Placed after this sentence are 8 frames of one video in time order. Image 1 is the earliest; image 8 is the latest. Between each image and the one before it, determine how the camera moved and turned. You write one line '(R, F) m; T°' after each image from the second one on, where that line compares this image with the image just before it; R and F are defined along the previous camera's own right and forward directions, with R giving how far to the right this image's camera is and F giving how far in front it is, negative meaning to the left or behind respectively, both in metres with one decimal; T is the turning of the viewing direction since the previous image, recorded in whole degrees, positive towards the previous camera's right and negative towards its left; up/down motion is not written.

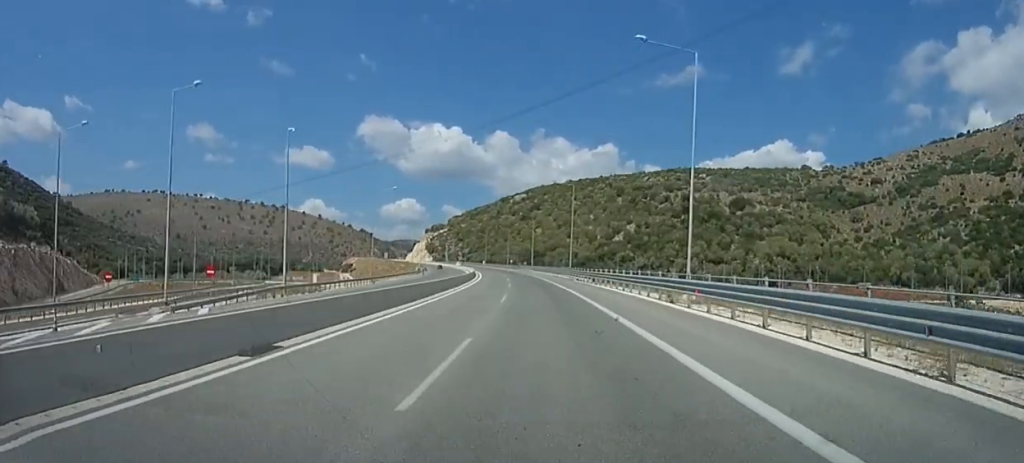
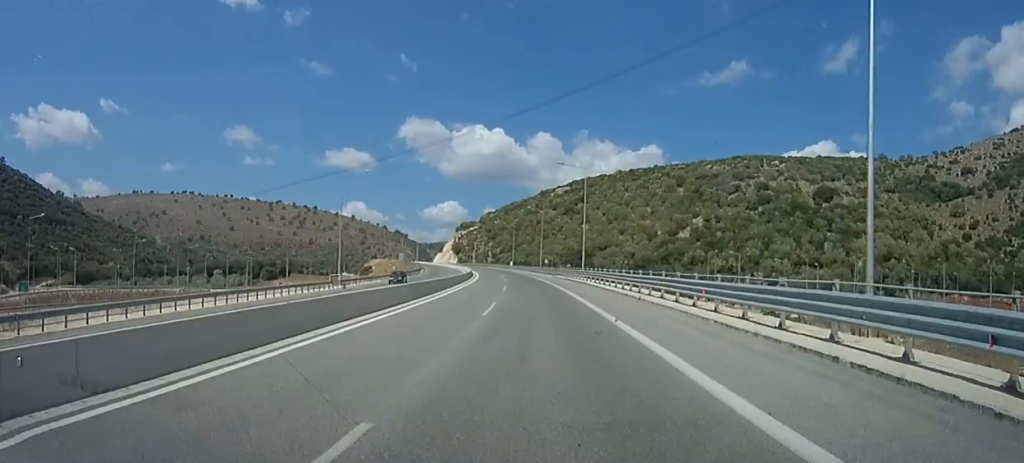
(-2.8, +59.0) m; -5°
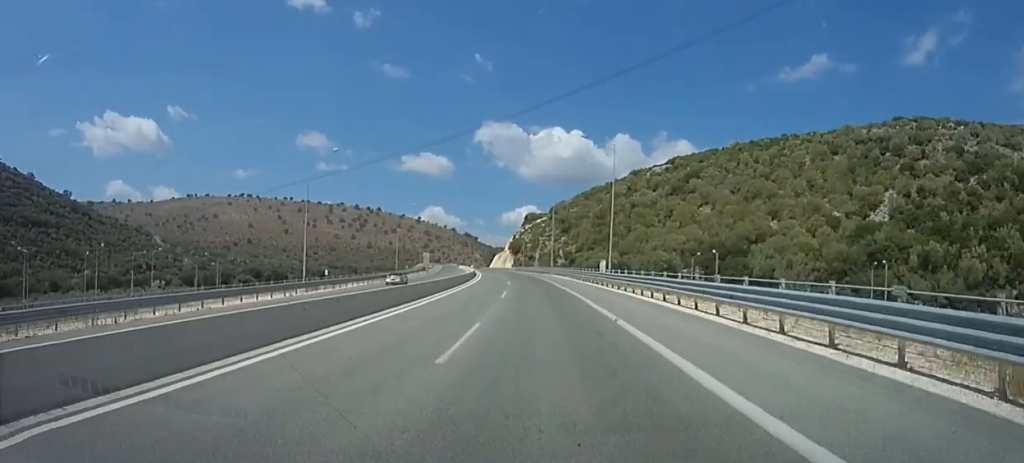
(-6.2, +101.3) m; -7°
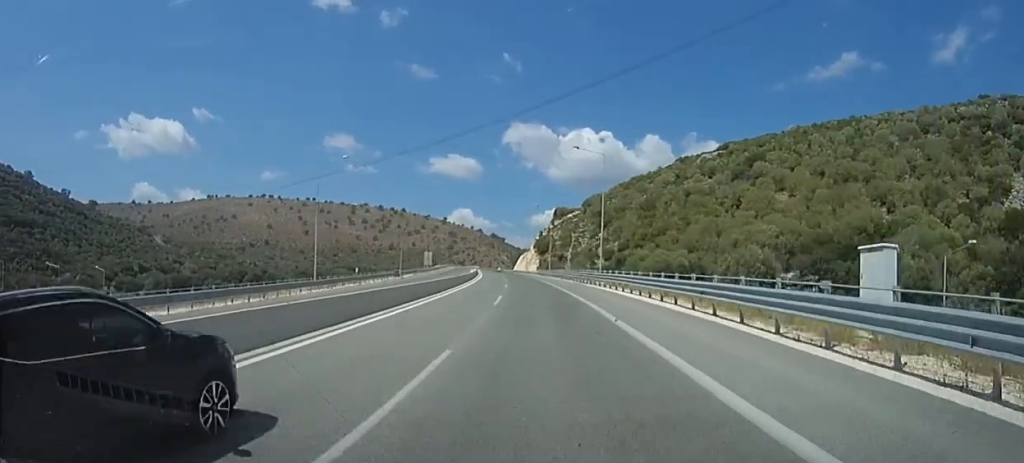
(-1.4, +42.6) m; -4°
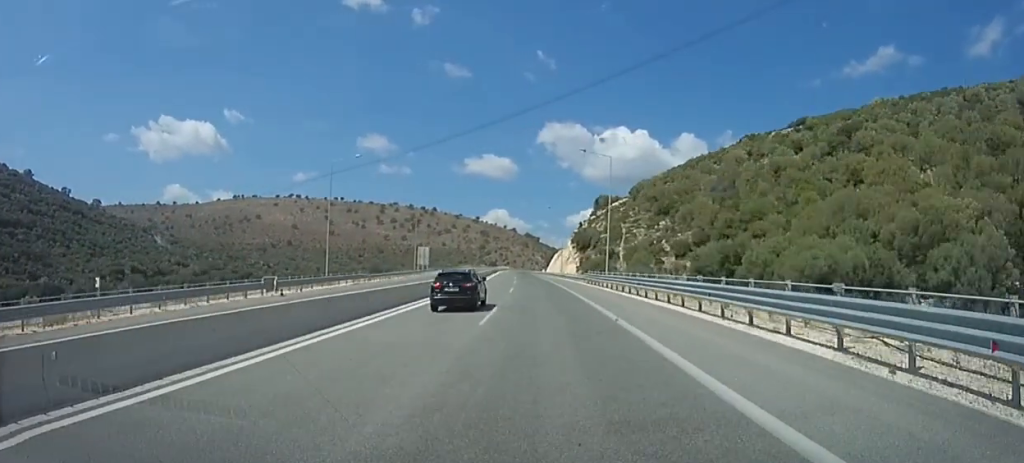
(-1.5, +44.8) m; -3°
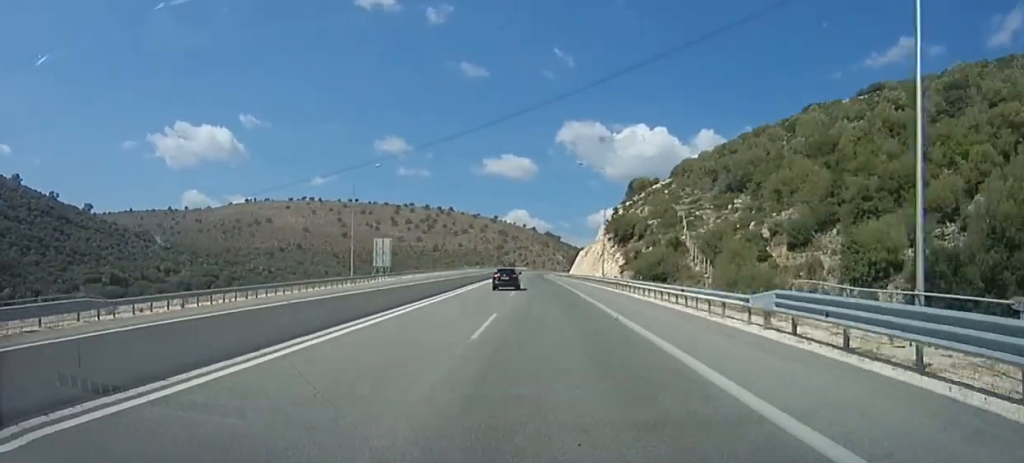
(-1.2, +40.4) m; -1°
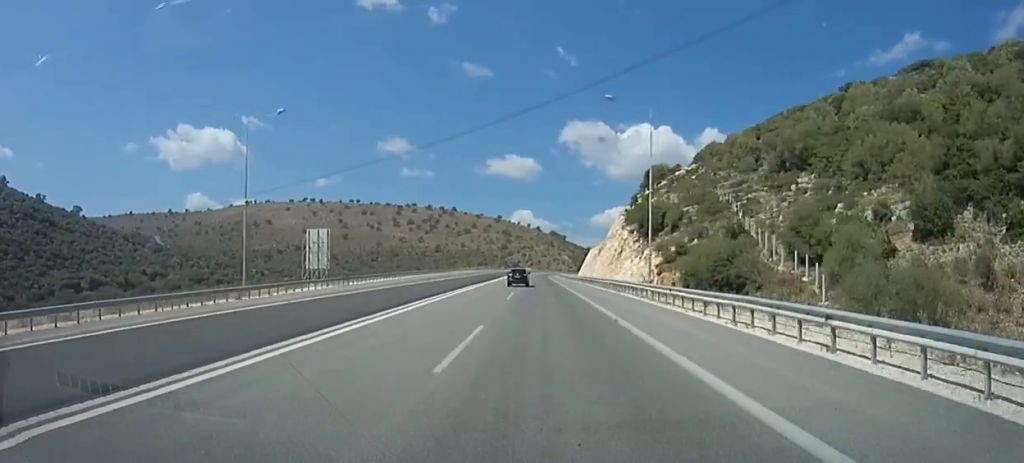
(-0.4, +22.5) m; -1°
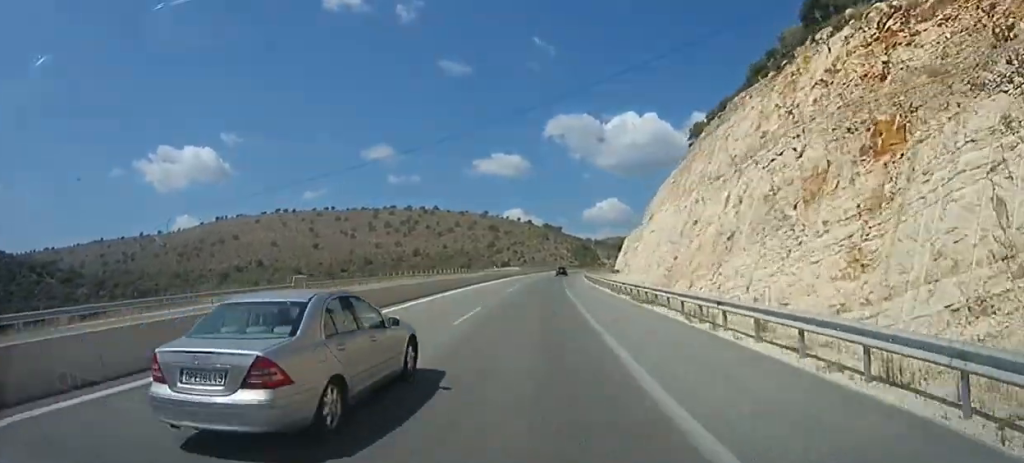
(-2.9, +105.1) m; 0°
